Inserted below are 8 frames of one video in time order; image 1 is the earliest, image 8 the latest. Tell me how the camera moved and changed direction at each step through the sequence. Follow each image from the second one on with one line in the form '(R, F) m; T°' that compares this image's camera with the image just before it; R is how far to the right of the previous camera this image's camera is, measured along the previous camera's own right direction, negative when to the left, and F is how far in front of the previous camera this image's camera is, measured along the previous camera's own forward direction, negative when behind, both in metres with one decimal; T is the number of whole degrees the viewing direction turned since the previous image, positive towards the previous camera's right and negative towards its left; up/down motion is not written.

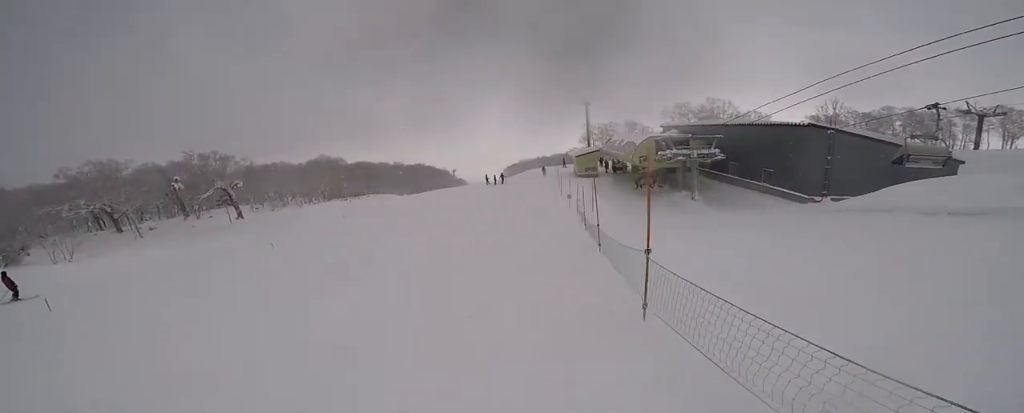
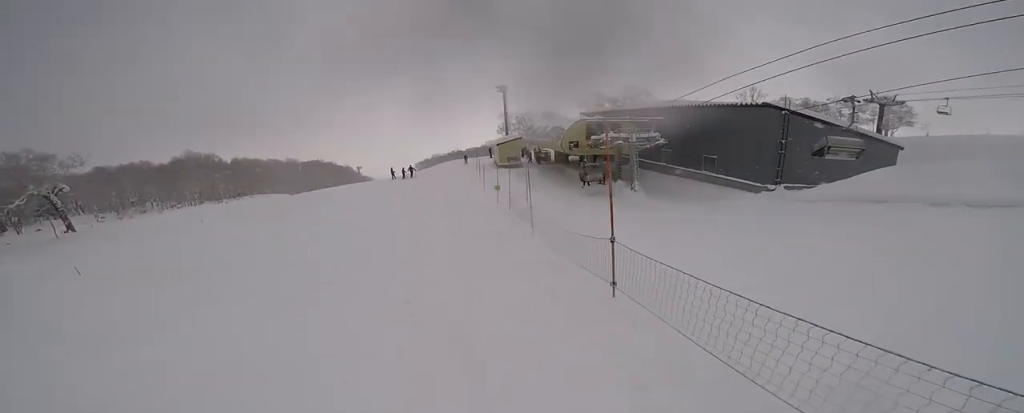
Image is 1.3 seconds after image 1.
(0.0, +6.3) m; 0°
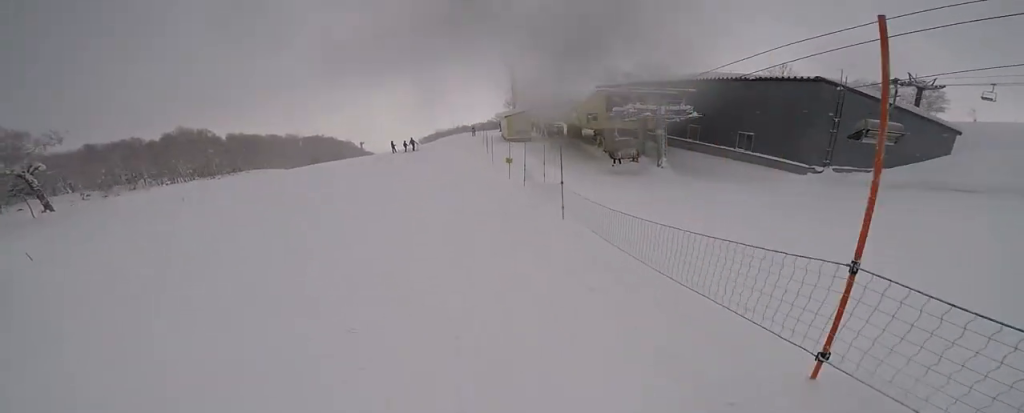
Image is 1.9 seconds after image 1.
(0.0, +2.8) m; 0°
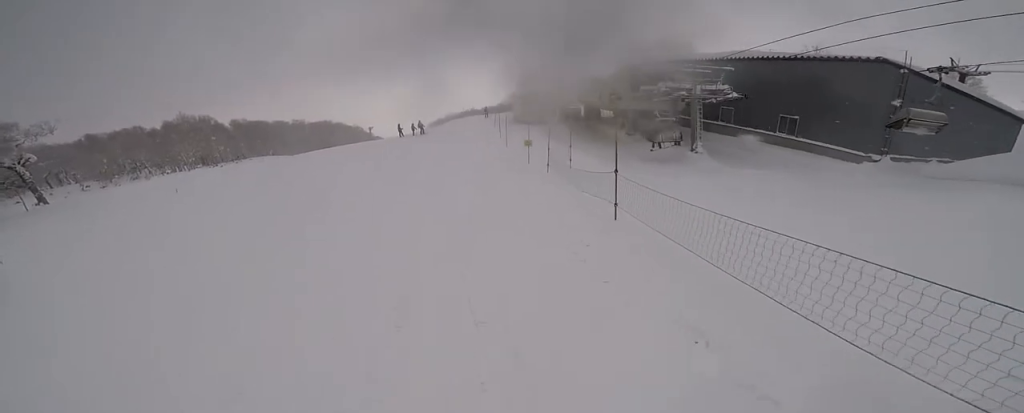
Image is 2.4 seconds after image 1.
(0.0, +2.5) m; 0°
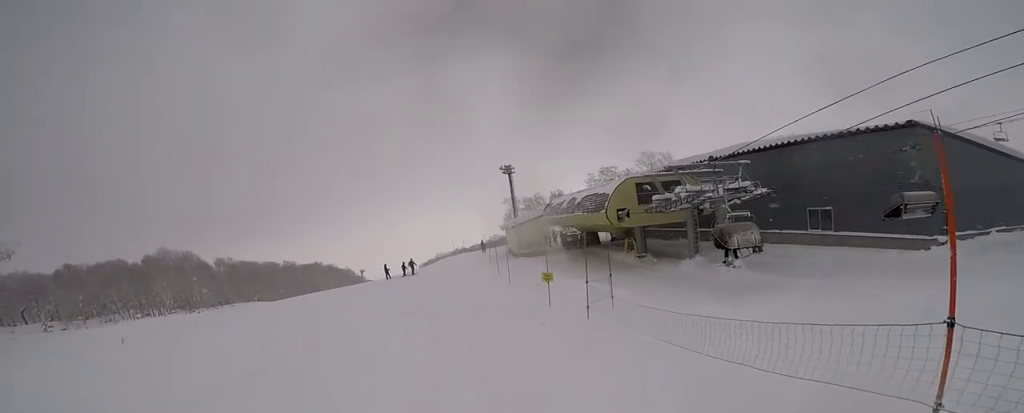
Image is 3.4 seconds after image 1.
(0.0, +5.0) m; 0°
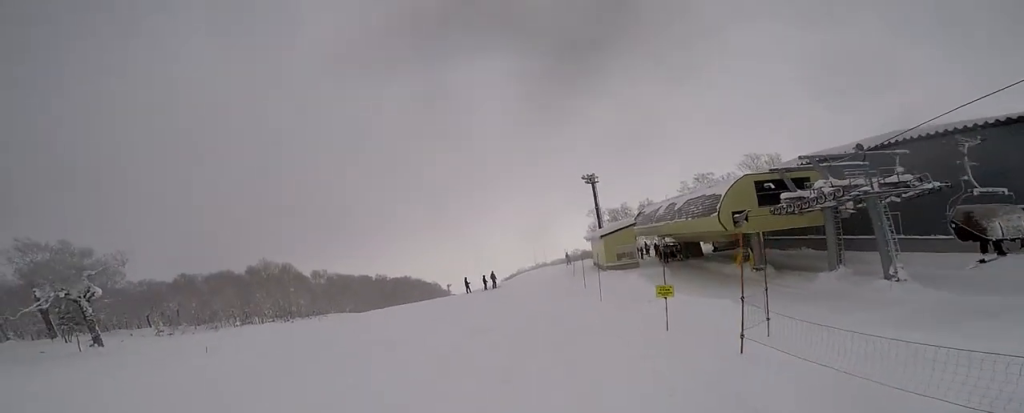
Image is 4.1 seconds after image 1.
(0.0, +2.9) m; 0°
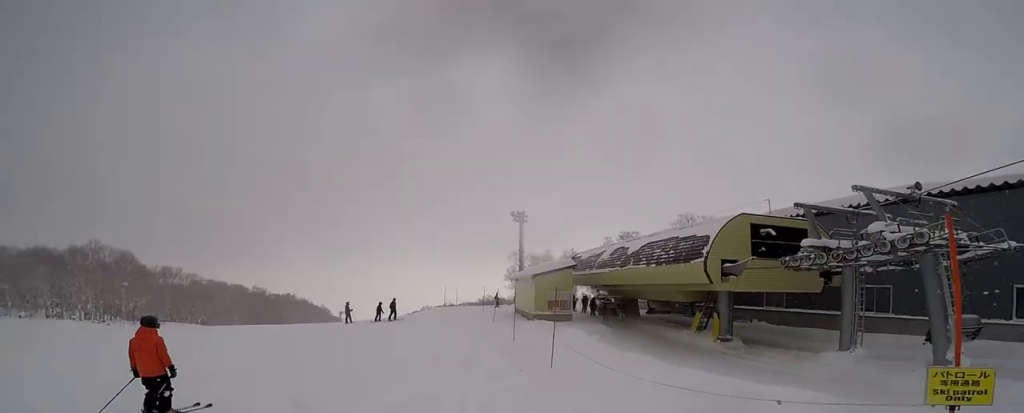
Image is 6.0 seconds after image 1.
(0.0, +7.6) m; 0°
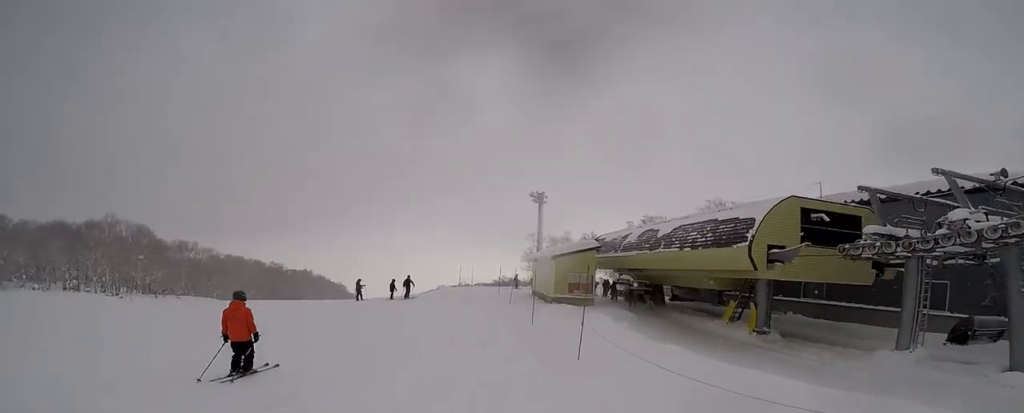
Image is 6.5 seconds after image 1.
(0.0, +1.6) m; 0°
